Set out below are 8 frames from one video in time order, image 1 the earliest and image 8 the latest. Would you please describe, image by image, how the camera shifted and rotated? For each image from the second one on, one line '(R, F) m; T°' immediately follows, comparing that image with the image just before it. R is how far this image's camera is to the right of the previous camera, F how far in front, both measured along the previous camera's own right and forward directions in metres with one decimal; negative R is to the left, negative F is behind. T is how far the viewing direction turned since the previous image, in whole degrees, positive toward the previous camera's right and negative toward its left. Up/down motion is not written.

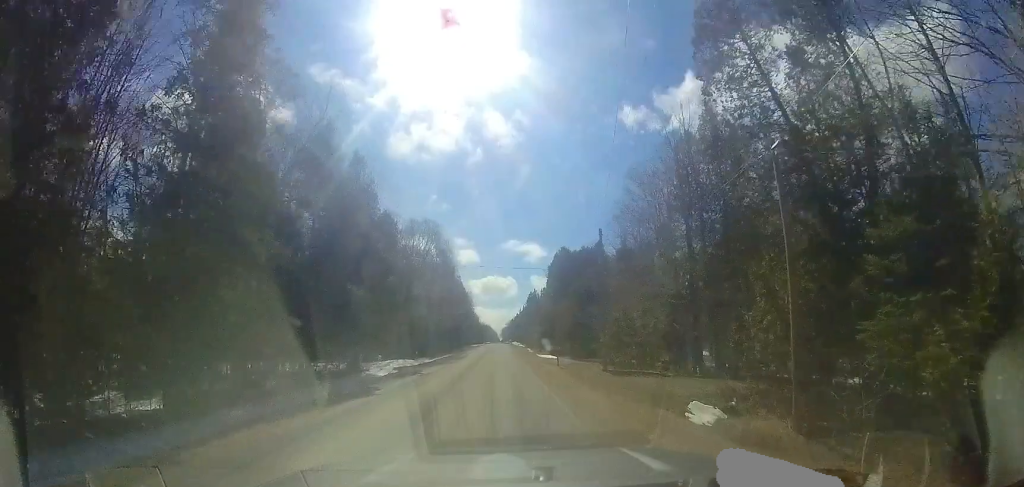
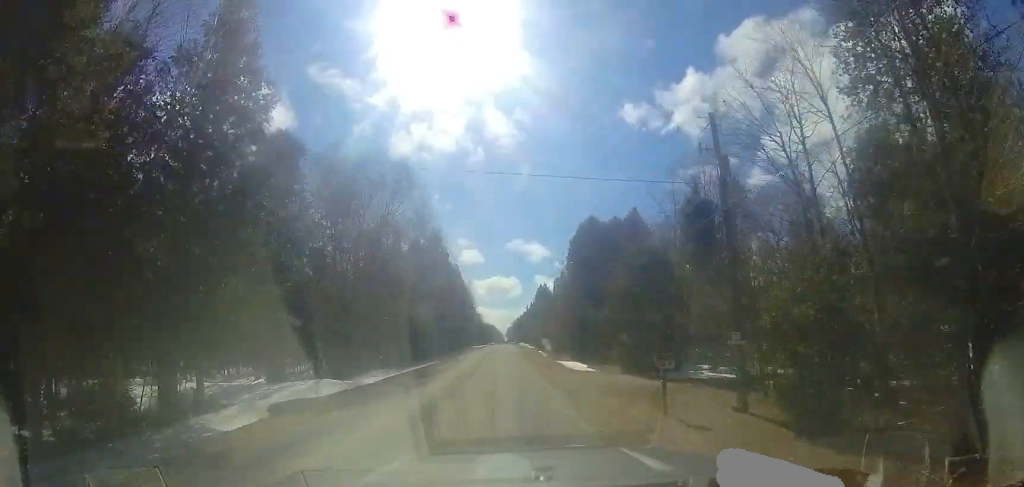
(-0.3, +15.6) m; -1°
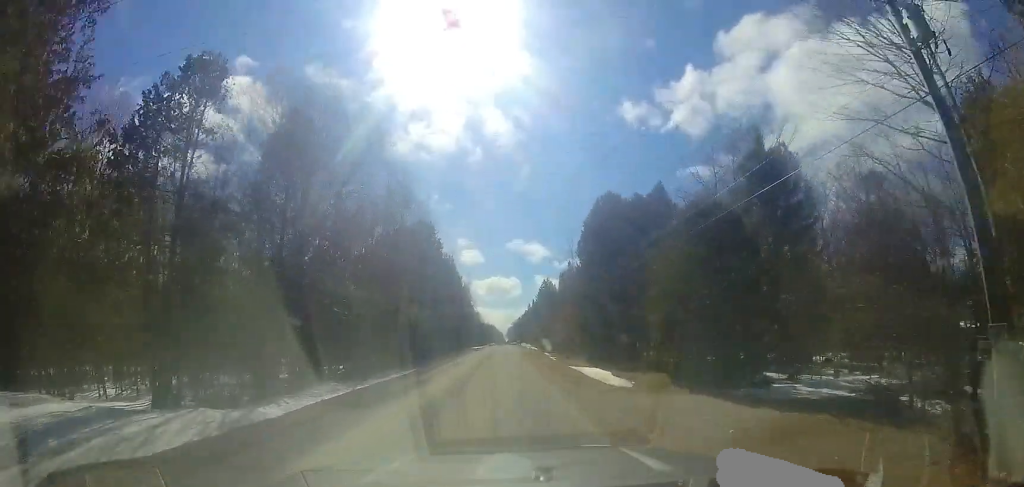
(0.0, +7.8) m; -1°
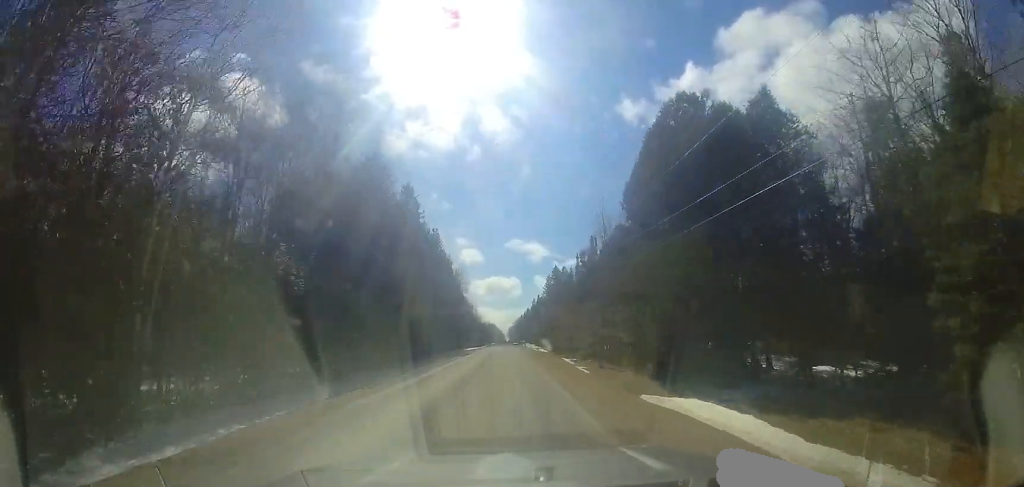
(-0.1, +16.6) m; -1°
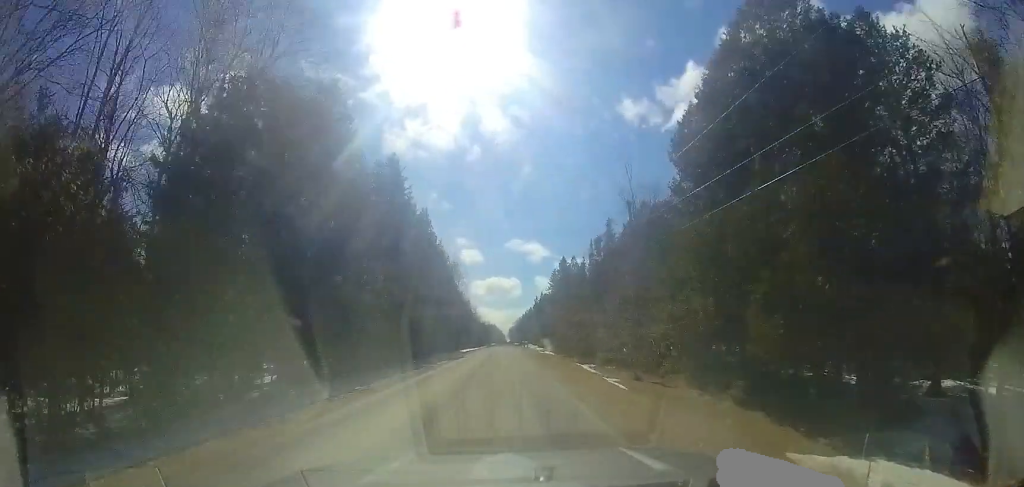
(-0.1, +8.3) m; -1°
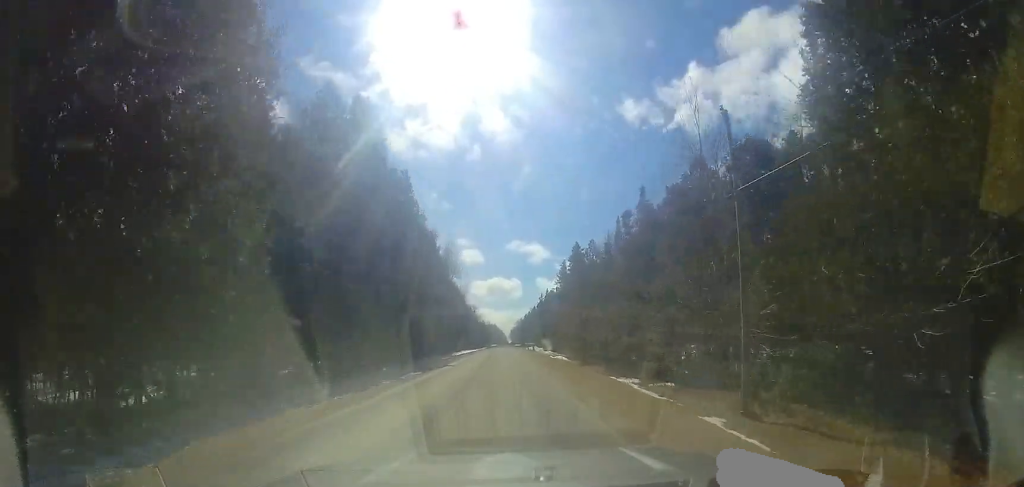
(0.0, +10.5) m; 0°
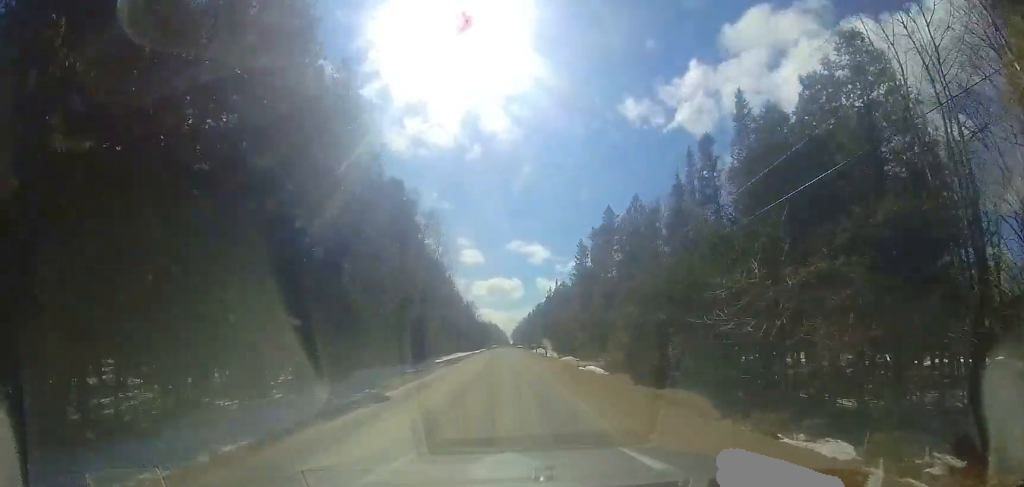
(+0.1, +14.9) m; 0°
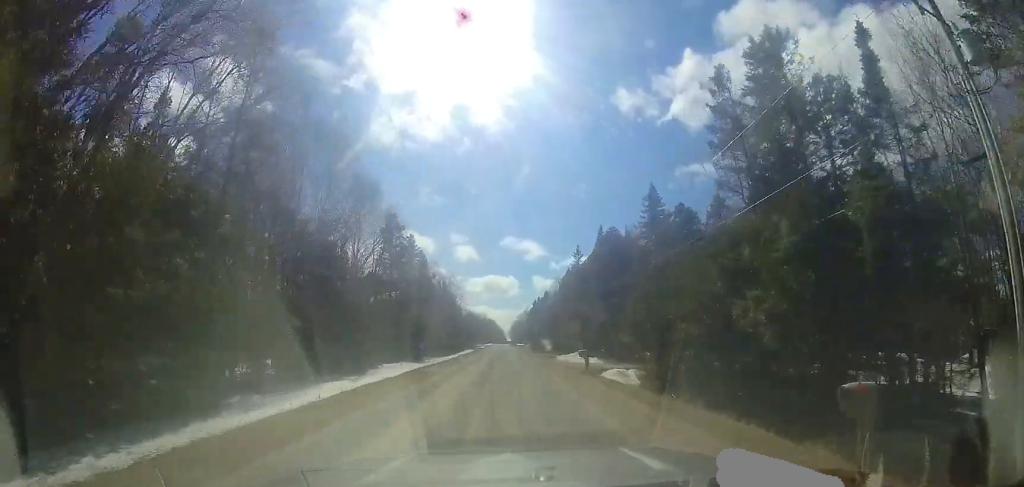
(+0.1, +36.9) m; +1°
